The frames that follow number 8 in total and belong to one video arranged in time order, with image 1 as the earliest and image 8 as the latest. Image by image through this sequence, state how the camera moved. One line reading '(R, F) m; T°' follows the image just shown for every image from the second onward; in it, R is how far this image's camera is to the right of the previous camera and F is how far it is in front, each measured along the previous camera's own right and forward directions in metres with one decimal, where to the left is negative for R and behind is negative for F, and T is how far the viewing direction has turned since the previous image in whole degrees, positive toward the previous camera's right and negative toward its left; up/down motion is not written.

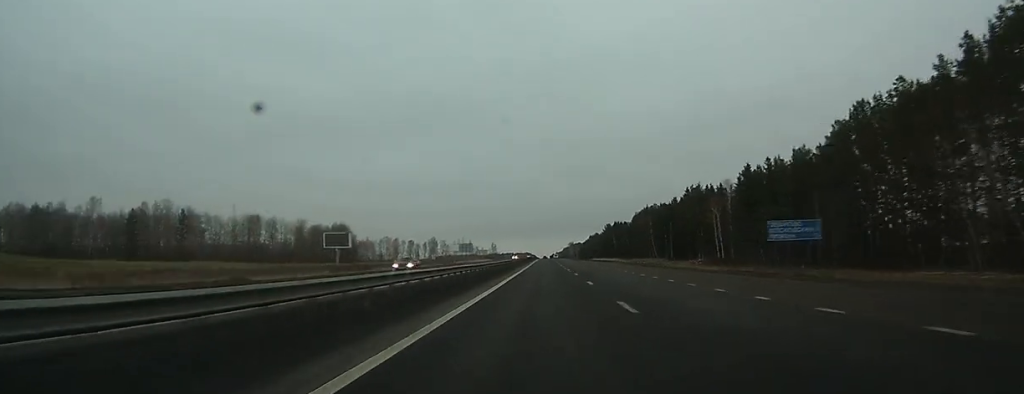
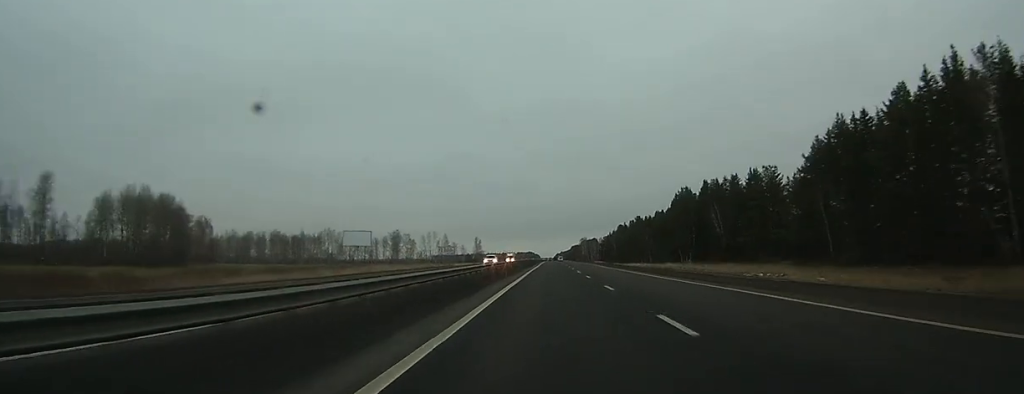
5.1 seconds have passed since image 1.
(-0.2, +147.9) m; 0°
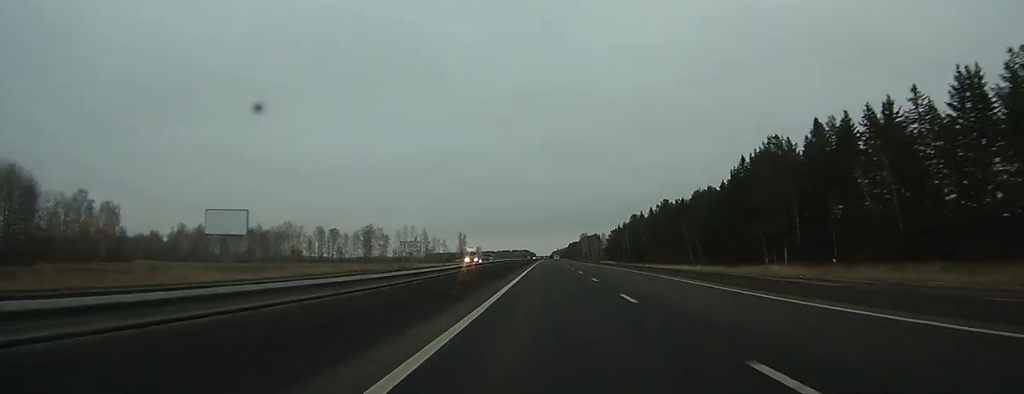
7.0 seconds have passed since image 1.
(+0.1, +53.5) m; 0°
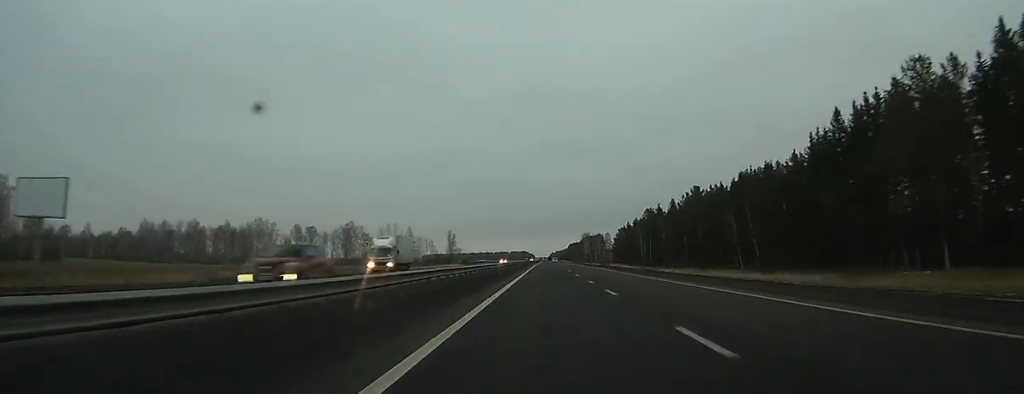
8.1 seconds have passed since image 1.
(+0.1, +32.5) m; 0°
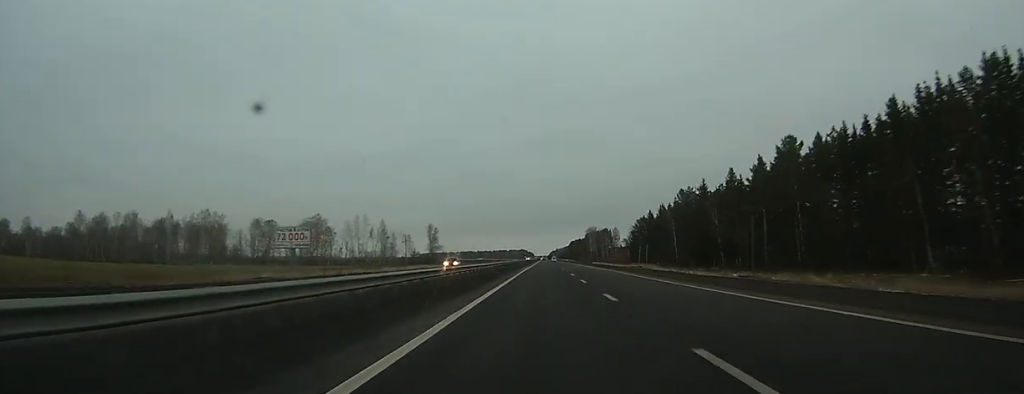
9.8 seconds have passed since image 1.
(-0.1, +47.9) m; 0°
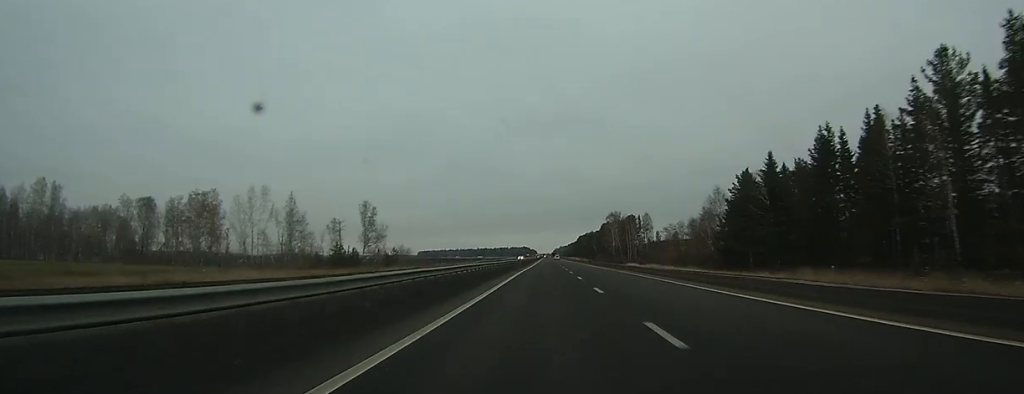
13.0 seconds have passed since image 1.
(-0.1, +92.8) m; 0°
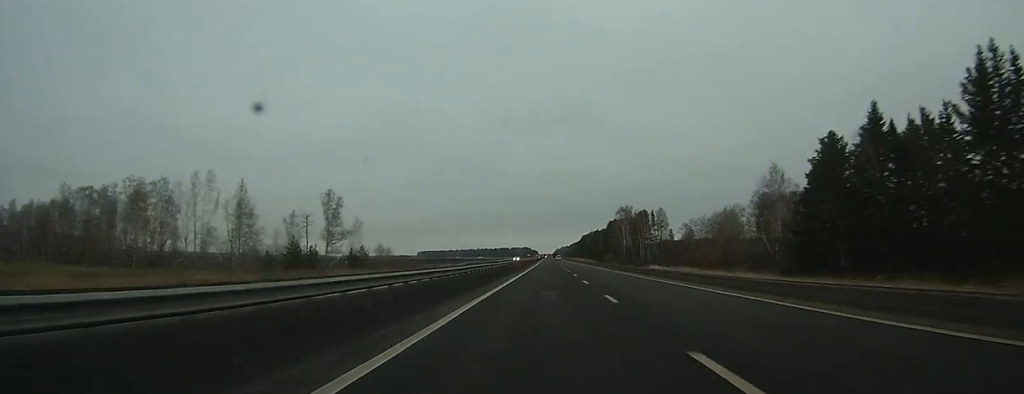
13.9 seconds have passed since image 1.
(+0.1, +27.3) m; 0°
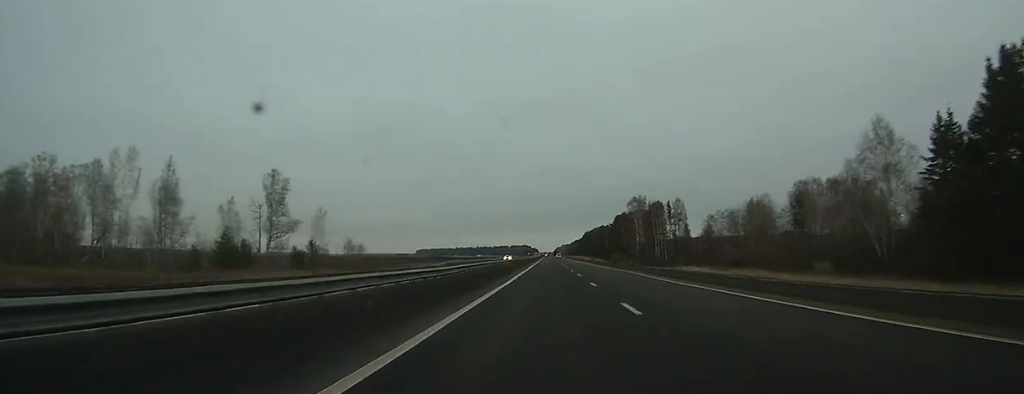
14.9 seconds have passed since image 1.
(0.0, +27.6) m; 0°
